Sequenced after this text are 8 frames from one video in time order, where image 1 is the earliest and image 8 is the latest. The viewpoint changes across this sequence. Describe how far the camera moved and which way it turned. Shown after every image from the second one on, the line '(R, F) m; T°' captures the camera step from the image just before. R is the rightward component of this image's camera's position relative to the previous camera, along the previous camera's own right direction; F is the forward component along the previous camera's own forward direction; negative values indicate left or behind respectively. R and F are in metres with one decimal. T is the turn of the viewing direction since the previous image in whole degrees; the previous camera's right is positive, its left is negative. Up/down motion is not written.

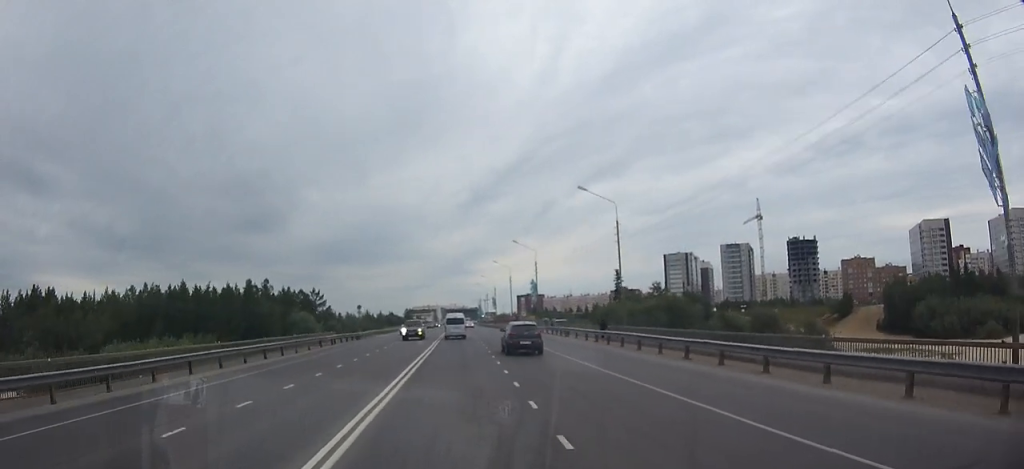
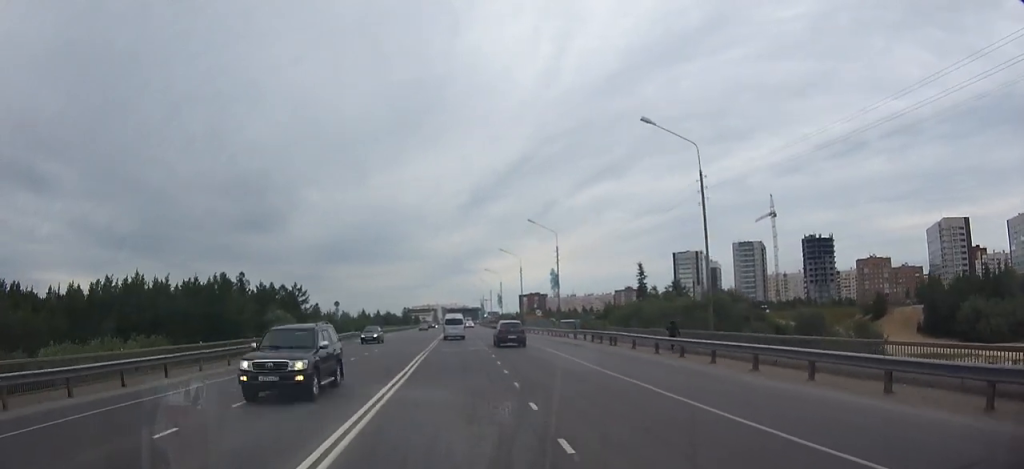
(0.0, +17.3) m; 0°
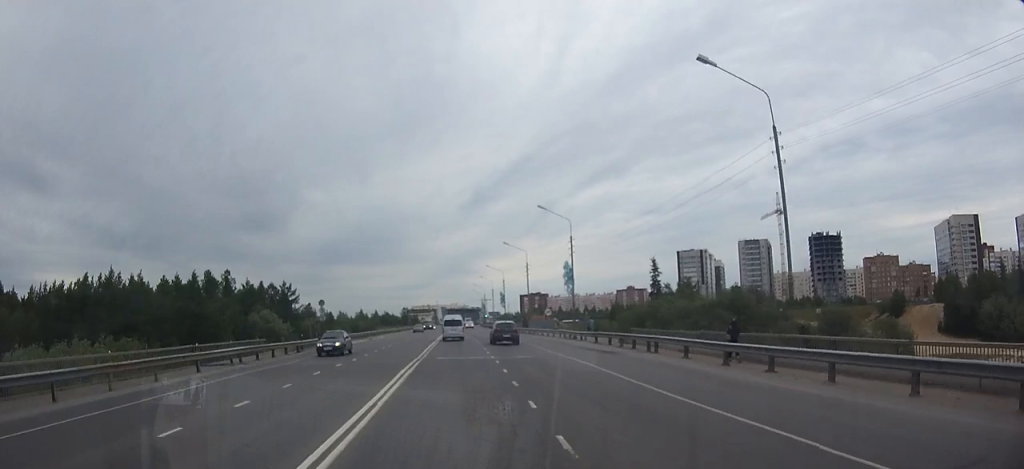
(0.0, +9.1) m; 0°
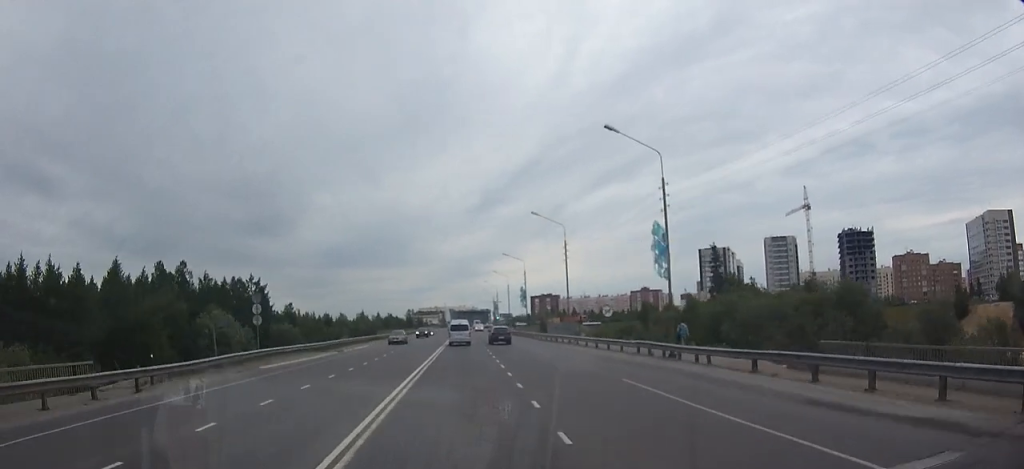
(-0.1, +27.7) m; 0°
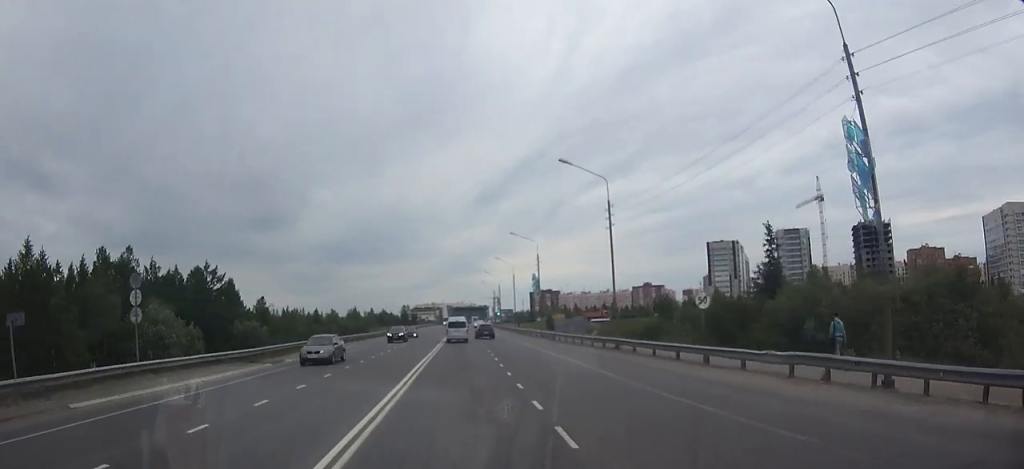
(0.0, +17.4) m; 0°
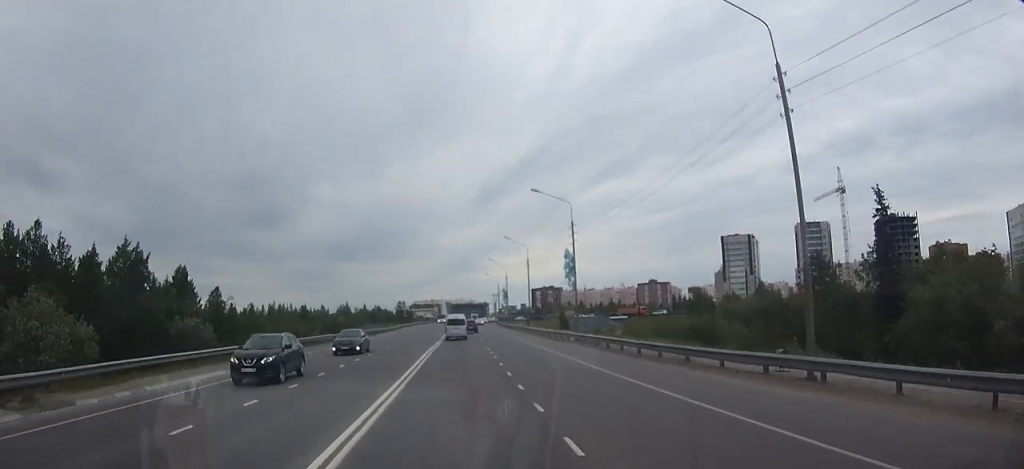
(0.0, +17.8) m; 0°
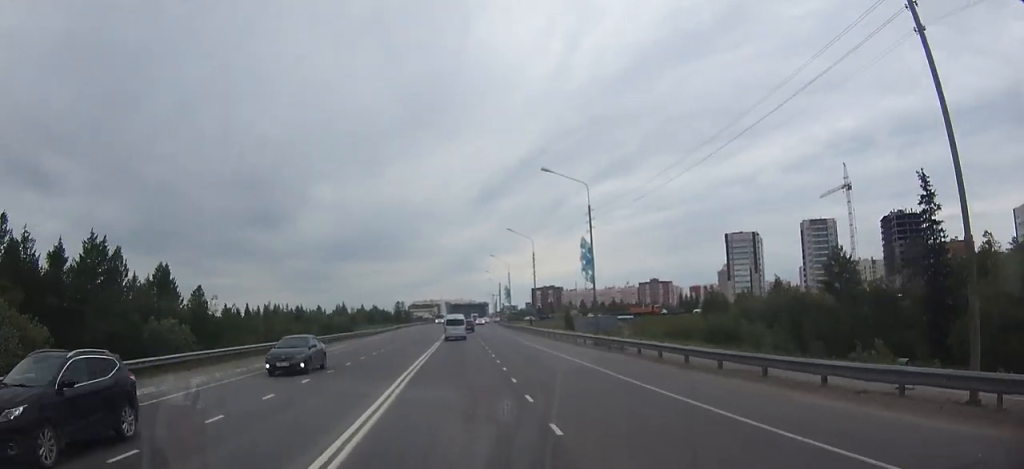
(0.0, +4.8) m; 0°
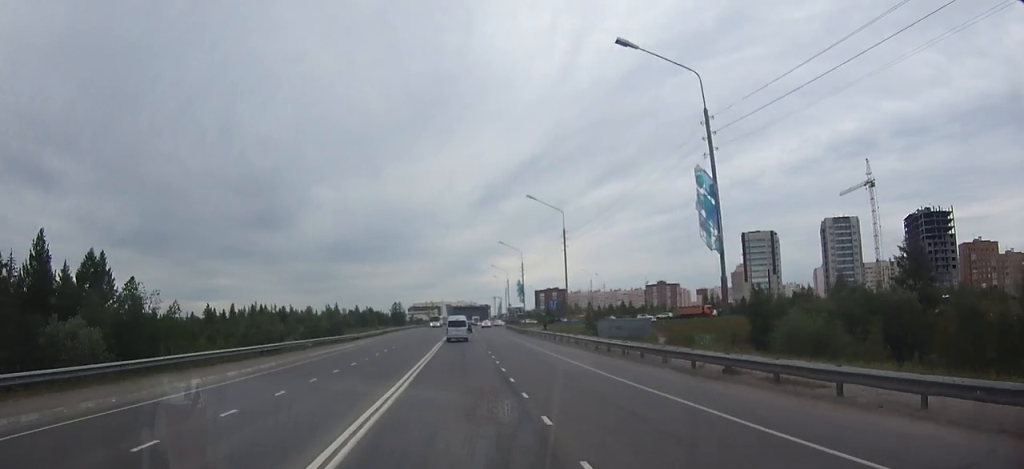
(0.0, +15.1) m; 0°
